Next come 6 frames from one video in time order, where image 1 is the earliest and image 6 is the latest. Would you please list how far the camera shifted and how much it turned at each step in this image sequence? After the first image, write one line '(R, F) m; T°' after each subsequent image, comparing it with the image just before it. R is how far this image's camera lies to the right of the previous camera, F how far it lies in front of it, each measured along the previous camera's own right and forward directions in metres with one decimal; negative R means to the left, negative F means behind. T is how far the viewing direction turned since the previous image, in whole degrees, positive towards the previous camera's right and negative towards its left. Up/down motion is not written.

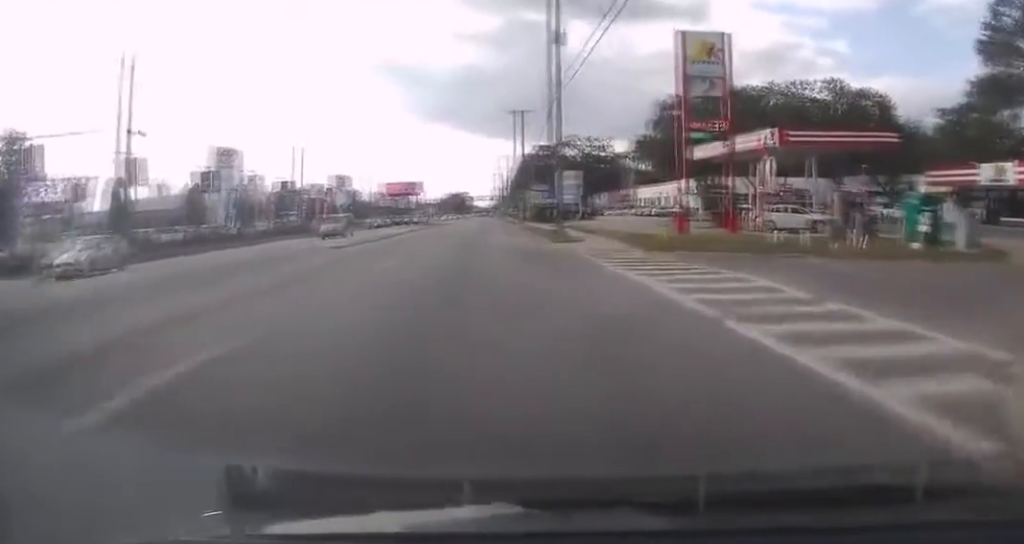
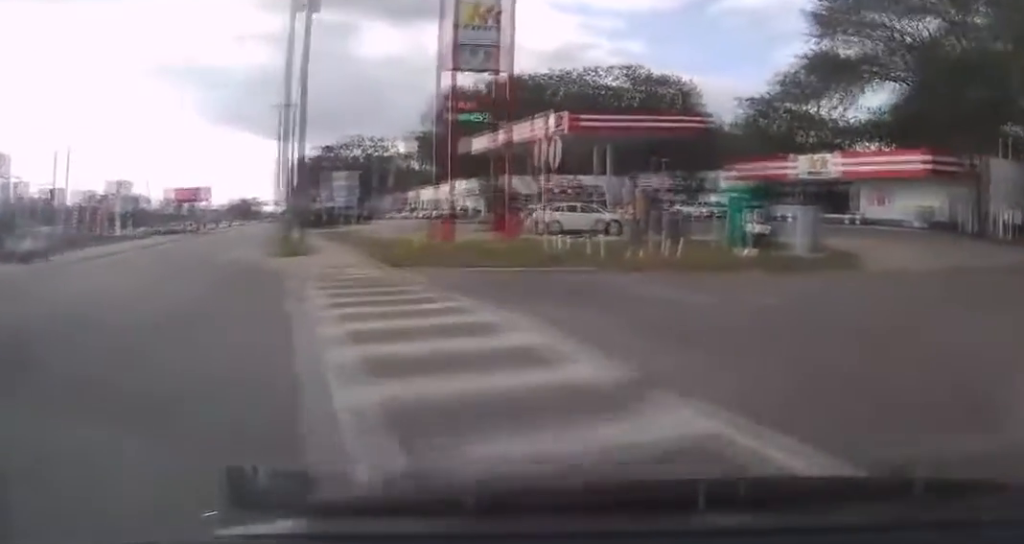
(+0.2, +7.4) m; +11°
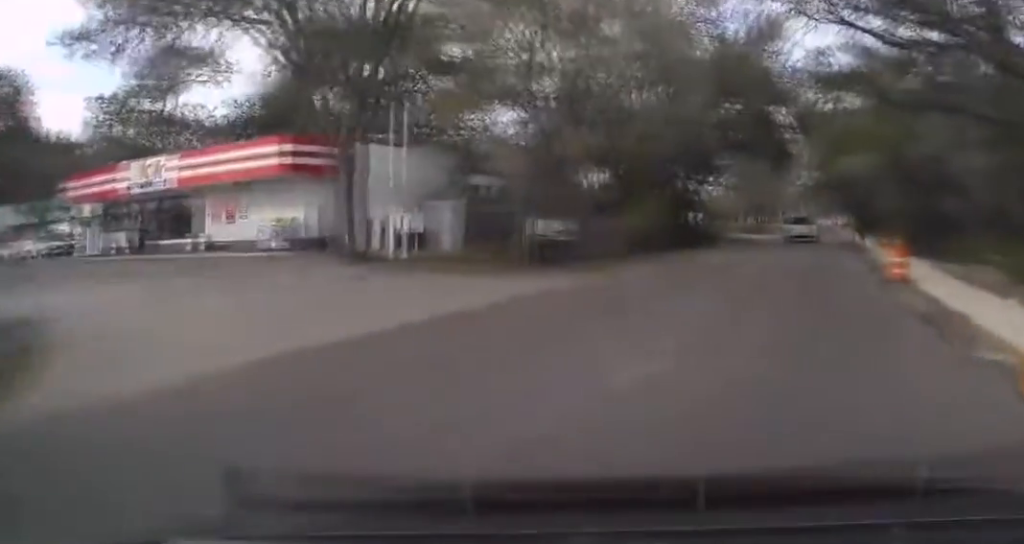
(+5.2, +11.7) m; +45°
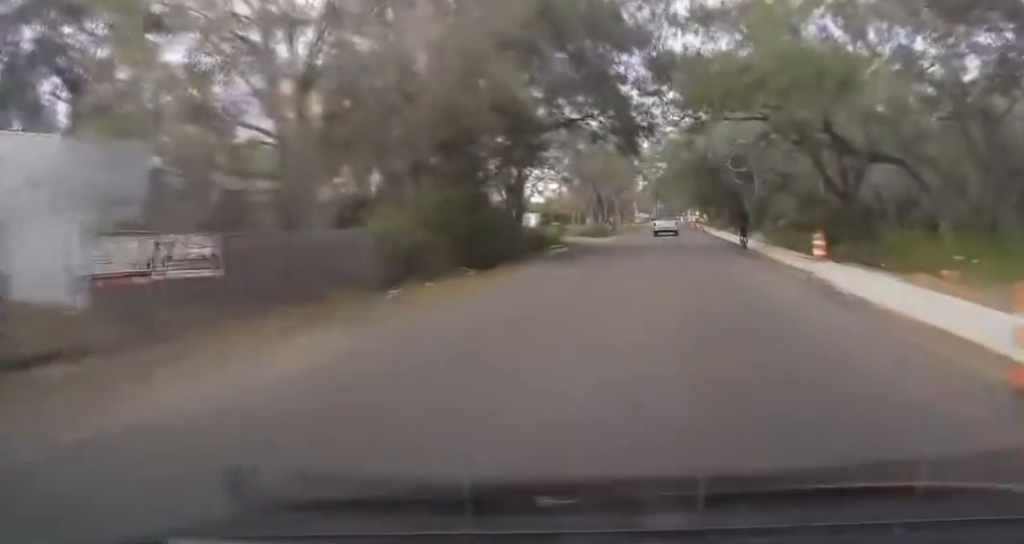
(+3.6, +12.4) m; +21°
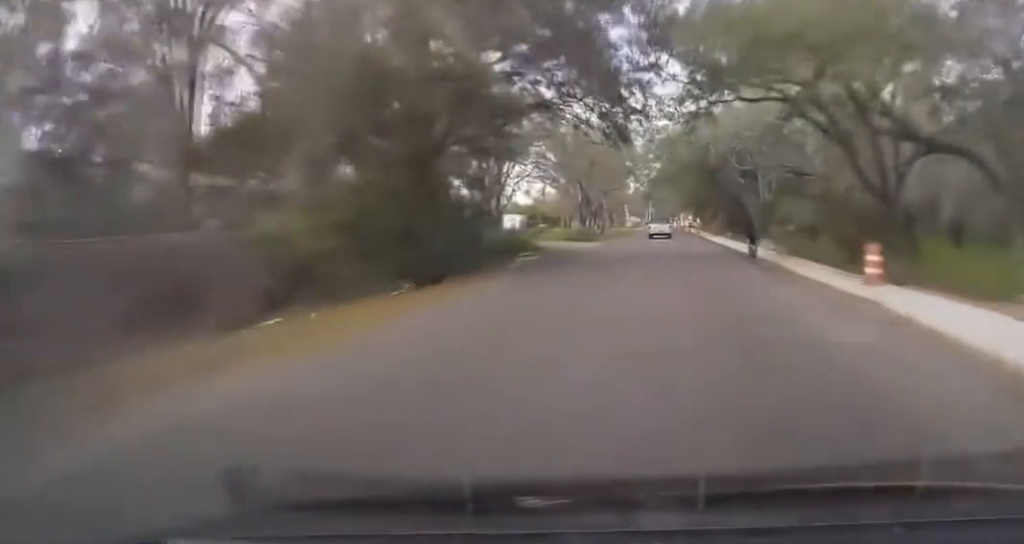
(+0.1, +6.4) m; +1°
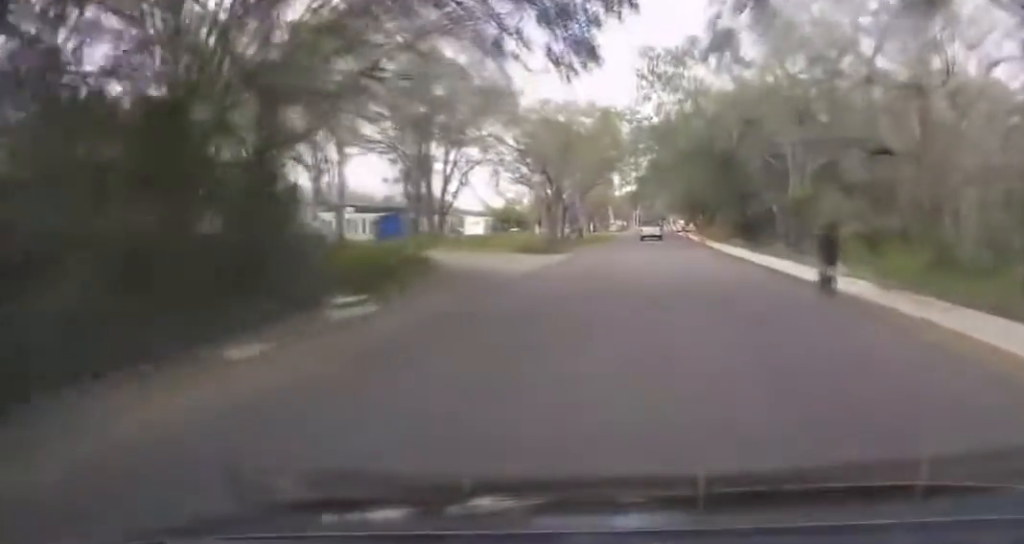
(0.0, +15.9) m; 0°
